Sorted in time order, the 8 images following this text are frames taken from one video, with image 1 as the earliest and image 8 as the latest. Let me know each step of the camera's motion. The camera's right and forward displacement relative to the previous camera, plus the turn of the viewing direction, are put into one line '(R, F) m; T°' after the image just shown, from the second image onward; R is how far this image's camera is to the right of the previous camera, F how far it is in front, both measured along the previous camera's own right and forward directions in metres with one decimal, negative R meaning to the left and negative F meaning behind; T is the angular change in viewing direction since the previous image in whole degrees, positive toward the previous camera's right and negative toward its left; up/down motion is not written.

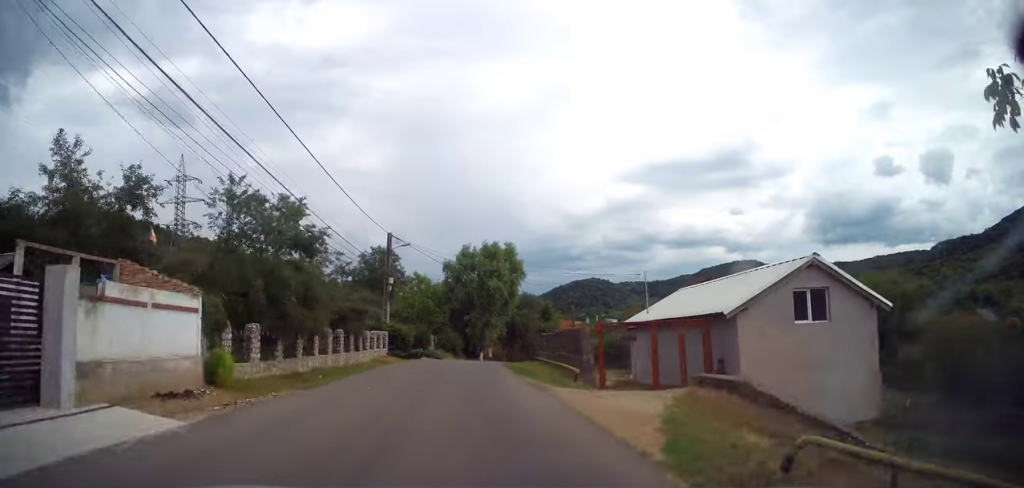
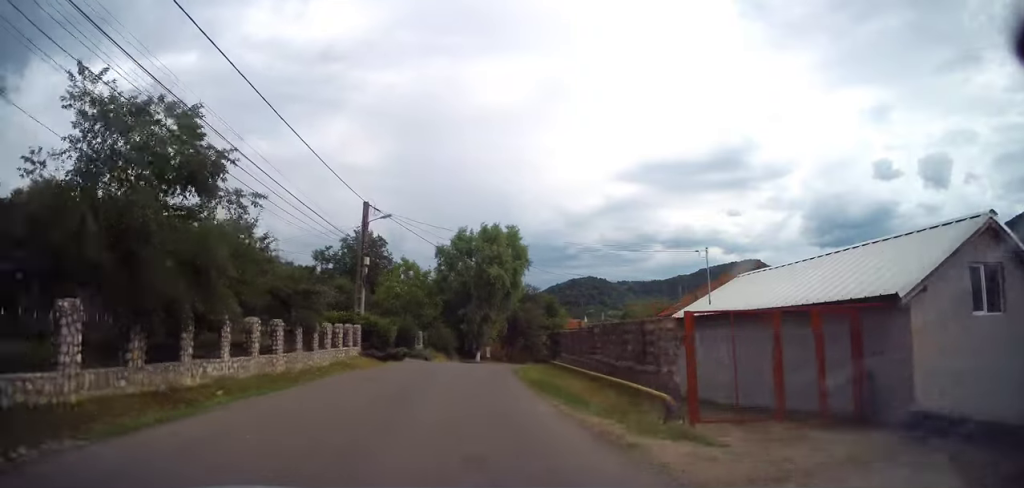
(+0.1, +7.6) m; +1°
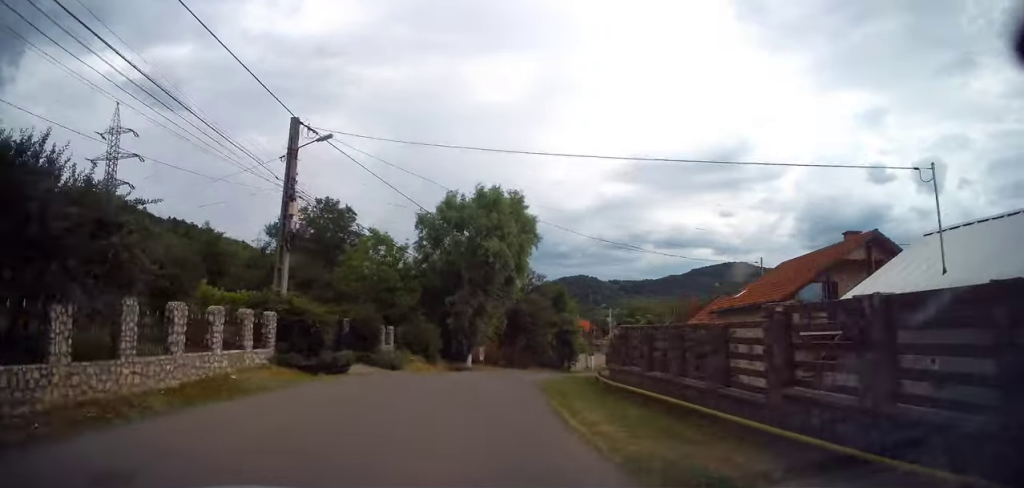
(0.0, +11.6) m; +2°
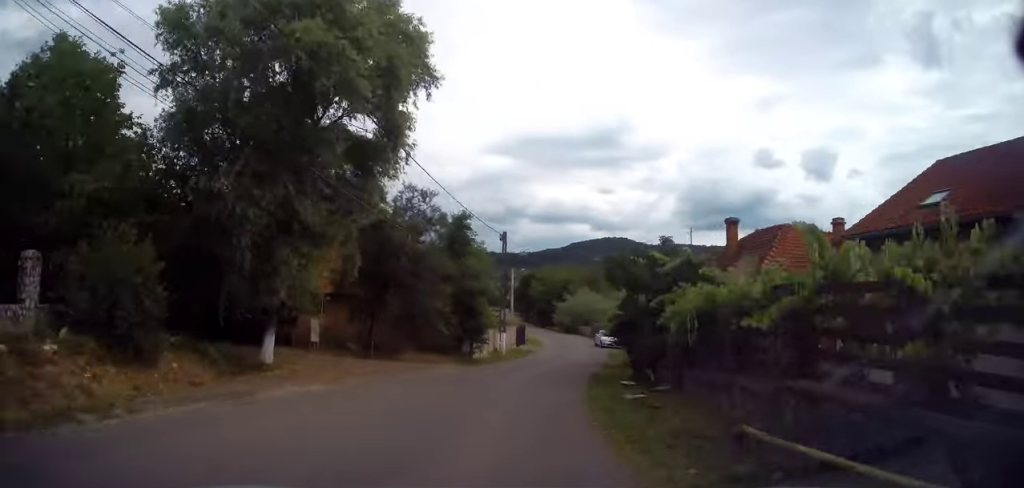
(+2.1, +21.8) m; +13°
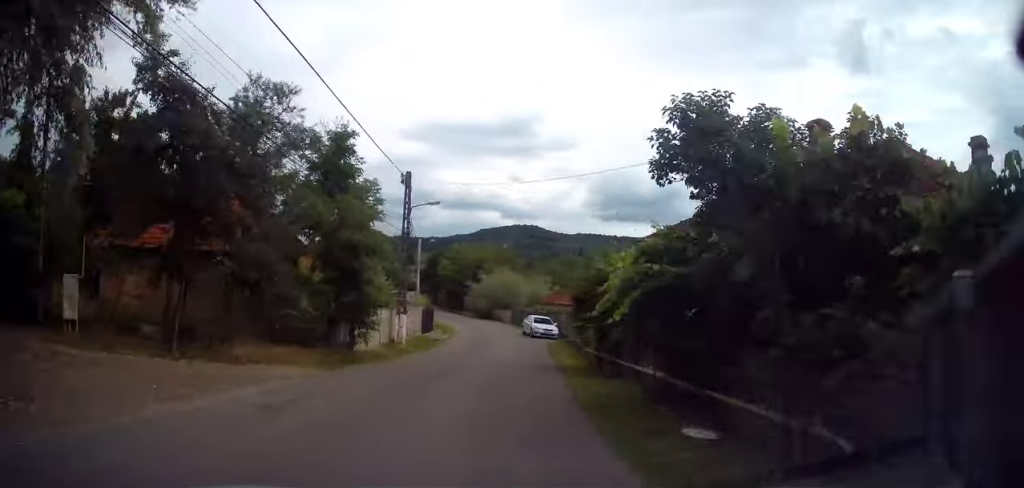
(+0.8, +11.0) m; +7°
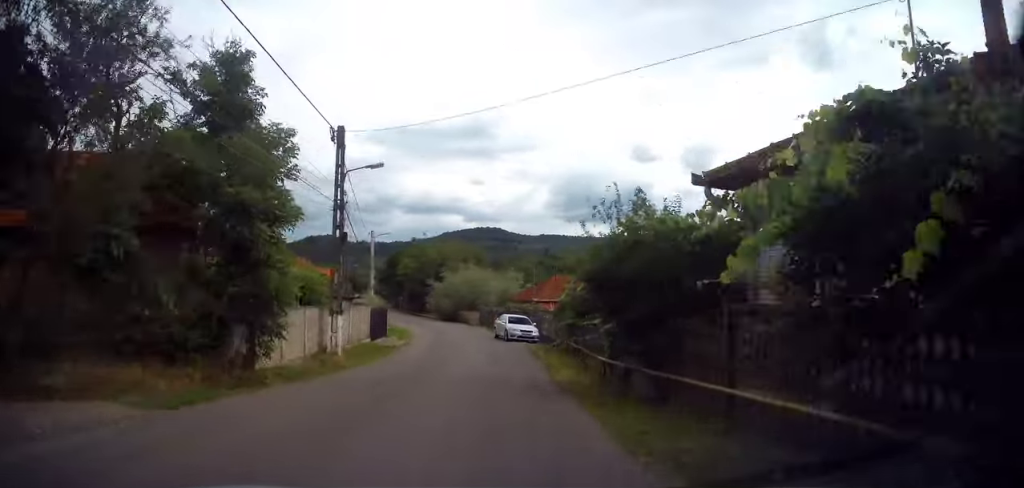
(+0.4, +6.7) m; +3°
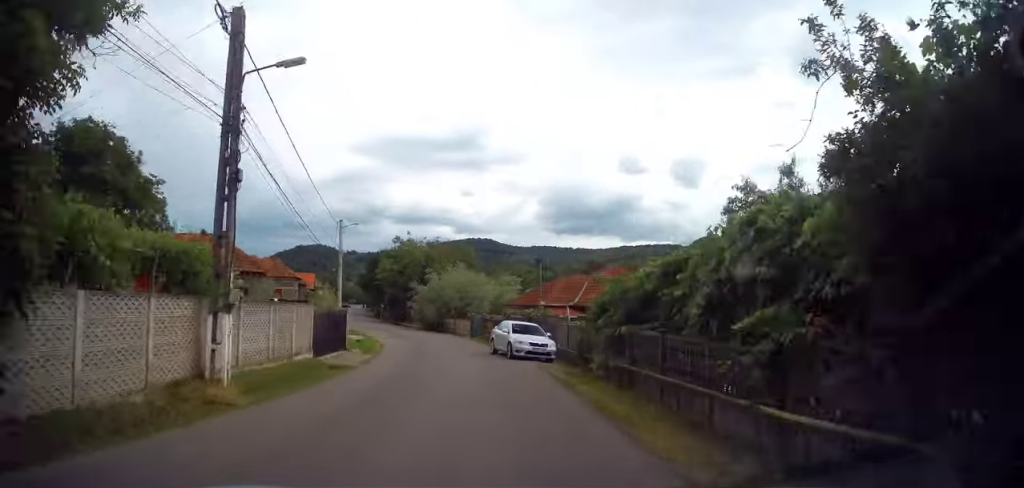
(+0.2, +8.7) m; +1°
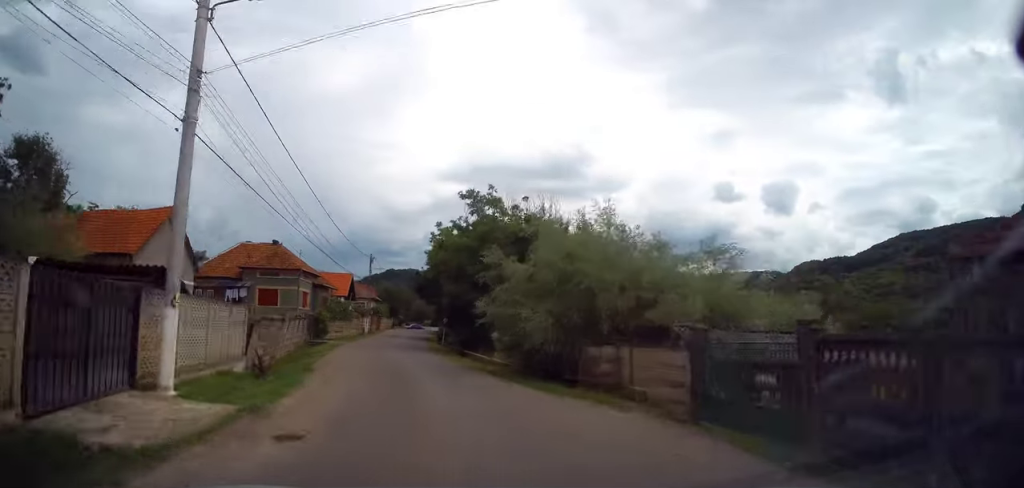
(-1.2, +30.0) m; -8°
